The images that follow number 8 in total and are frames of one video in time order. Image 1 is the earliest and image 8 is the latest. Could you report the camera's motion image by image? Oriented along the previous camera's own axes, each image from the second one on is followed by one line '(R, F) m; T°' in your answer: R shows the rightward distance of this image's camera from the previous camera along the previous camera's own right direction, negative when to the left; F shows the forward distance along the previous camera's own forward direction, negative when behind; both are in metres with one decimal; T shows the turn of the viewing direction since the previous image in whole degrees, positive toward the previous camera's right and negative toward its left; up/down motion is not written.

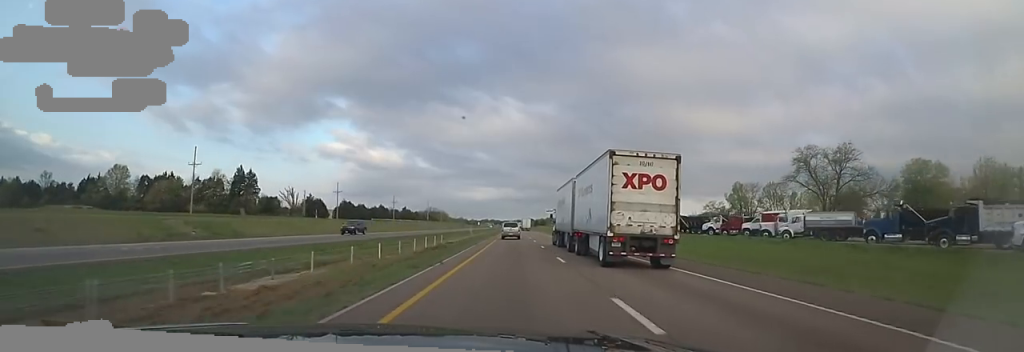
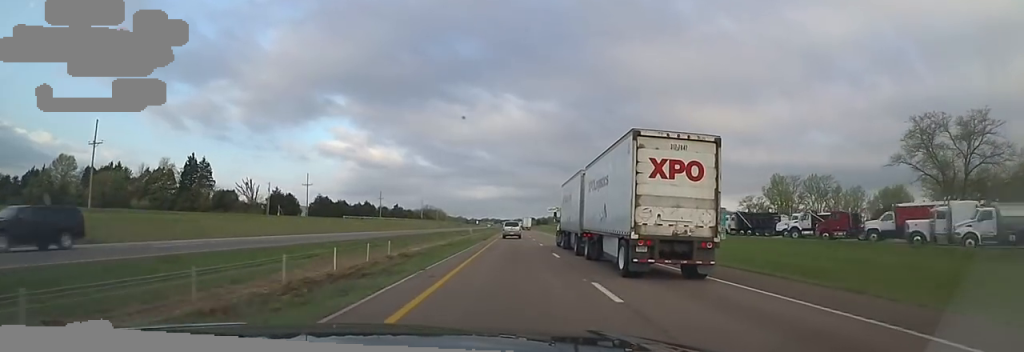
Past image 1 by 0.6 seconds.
(-0.2, +21.7) m; +1°
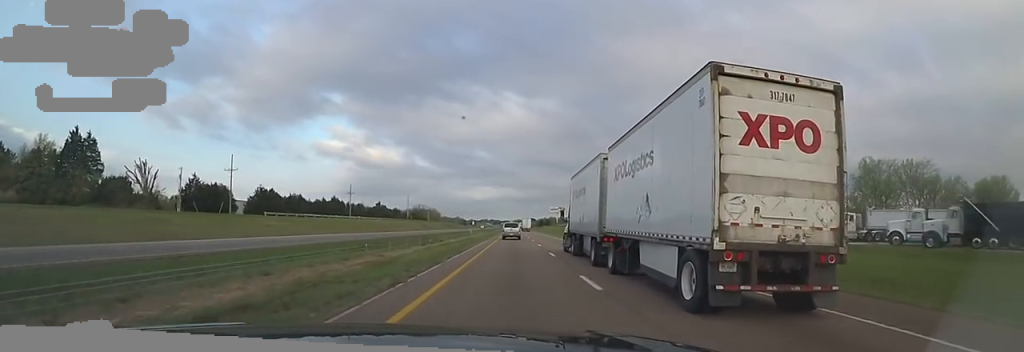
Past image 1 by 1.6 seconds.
(+0.7, +34.2) m; +1°
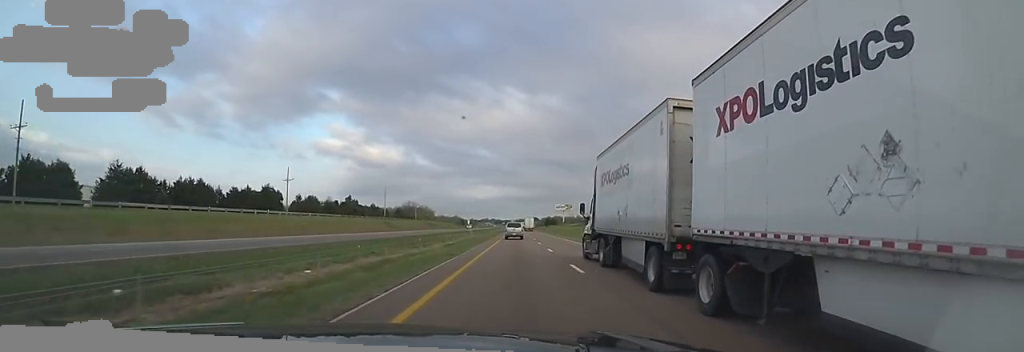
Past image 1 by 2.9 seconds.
(-0.6, +45.6) m; -2°
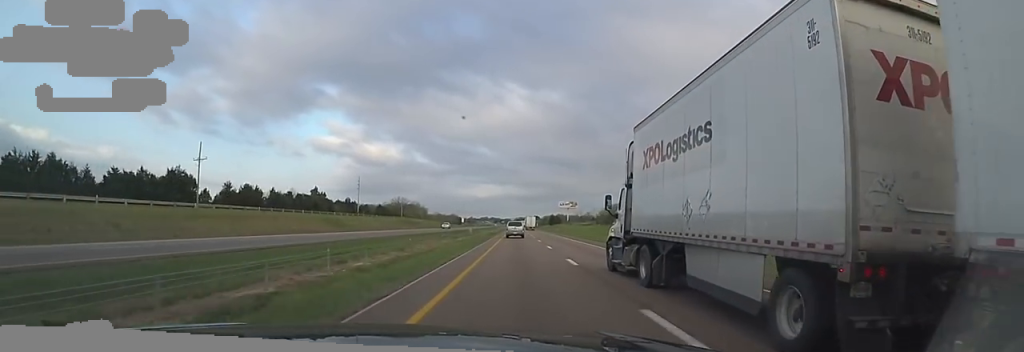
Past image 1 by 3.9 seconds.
(-0.3, +34.1) m; 0°
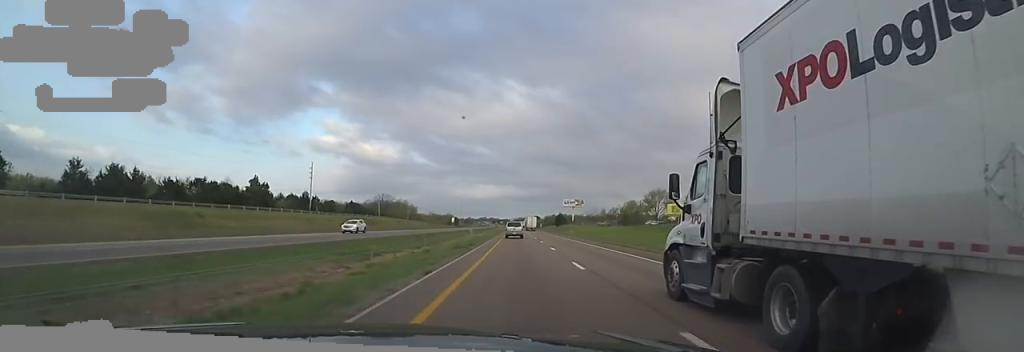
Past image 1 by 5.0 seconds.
(+0.4, +38.1) m; +2°
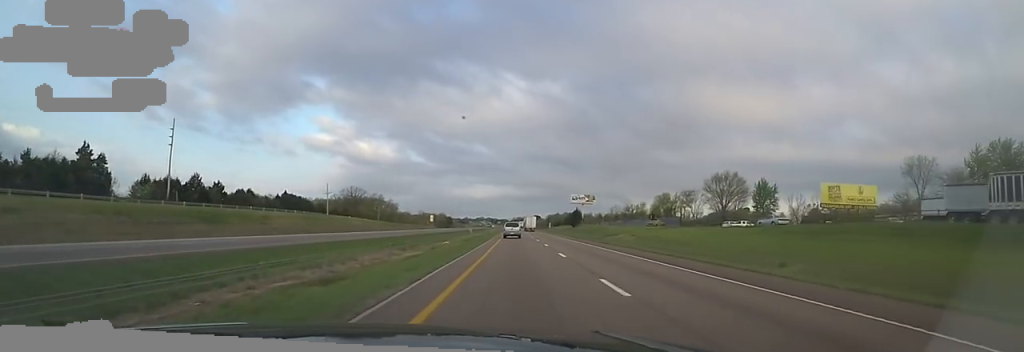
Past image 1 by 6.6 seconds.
(+0.6, +54.1) m; 0°
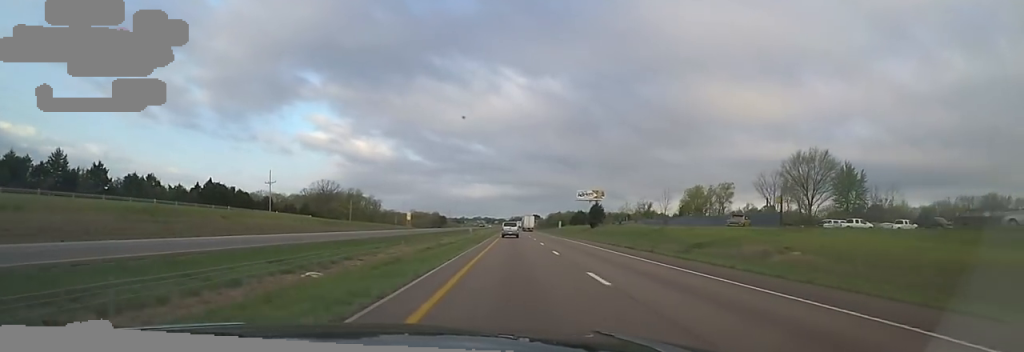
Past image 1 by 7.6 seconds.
(-0.5, +34.0) m; 0°
